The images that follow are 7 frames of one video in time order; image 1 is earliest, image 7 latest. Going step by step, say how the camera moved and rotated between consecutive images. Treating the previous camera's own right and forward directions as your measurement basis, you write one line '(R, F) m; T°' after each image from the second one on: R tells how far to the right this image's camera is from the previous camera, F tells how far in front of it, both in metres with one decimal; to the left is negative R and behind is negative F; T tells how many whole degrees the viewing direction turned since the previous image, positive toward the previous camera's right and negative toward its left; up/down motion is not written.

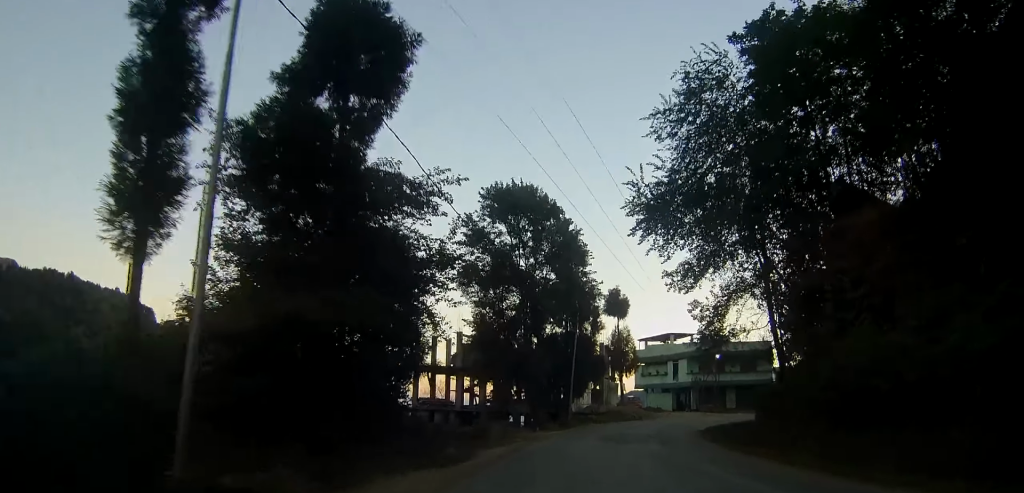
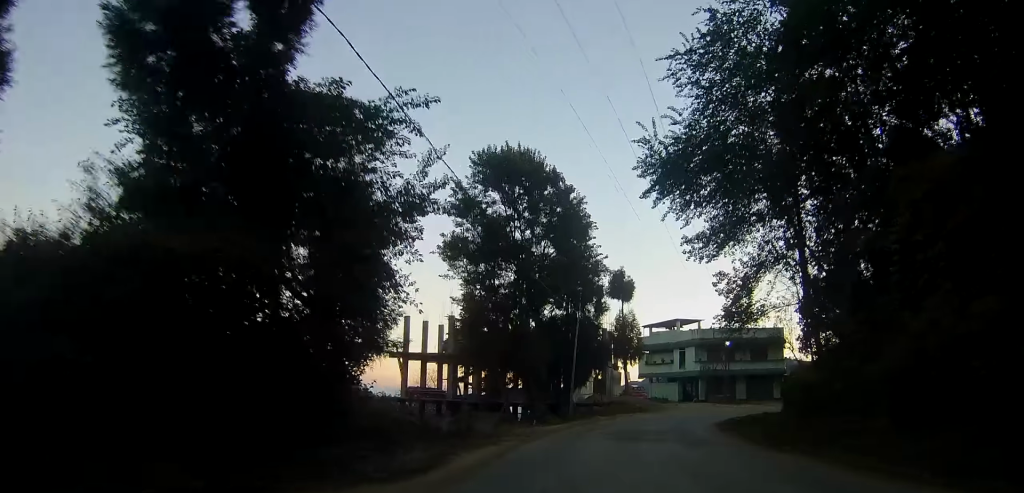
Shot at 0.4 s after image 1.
(0.0, +4.4) m; 0°
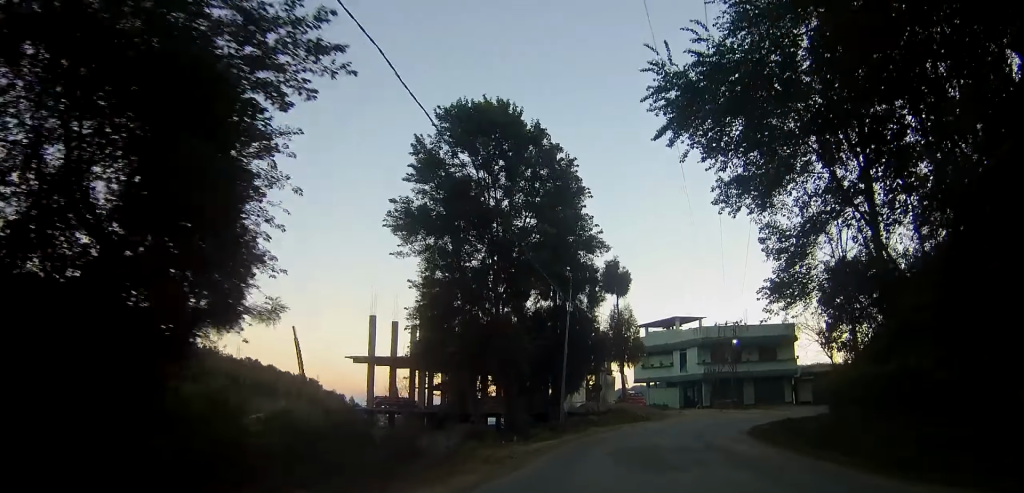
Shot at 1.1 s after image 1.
(0.0, +7.1) m; +1°
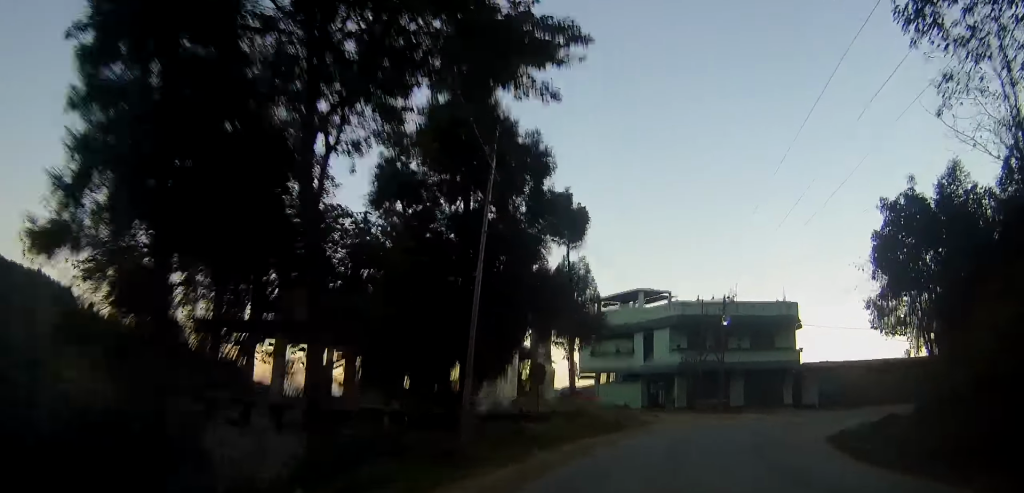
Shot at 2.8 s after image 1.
(+0.4, +16.0) m; +7°
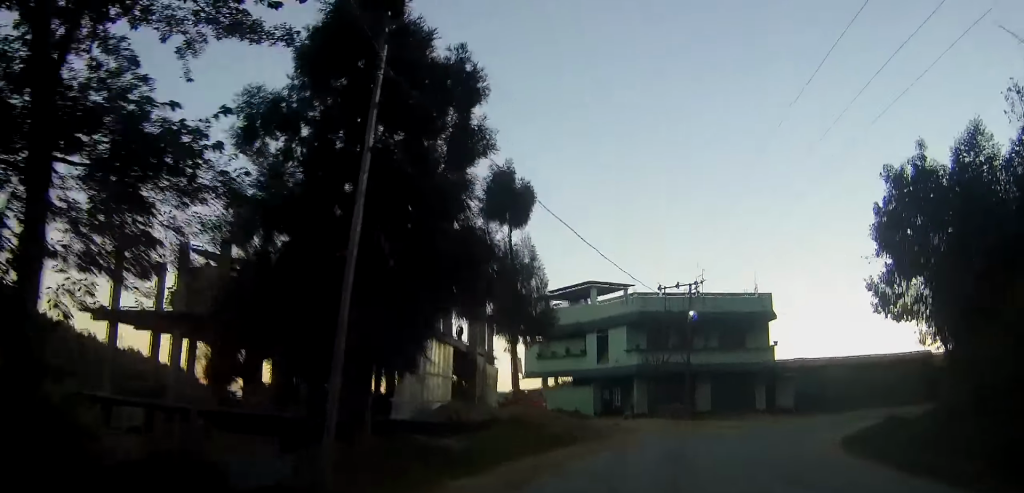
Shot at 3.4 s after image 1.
(+0.3, +5.2) m; +4°
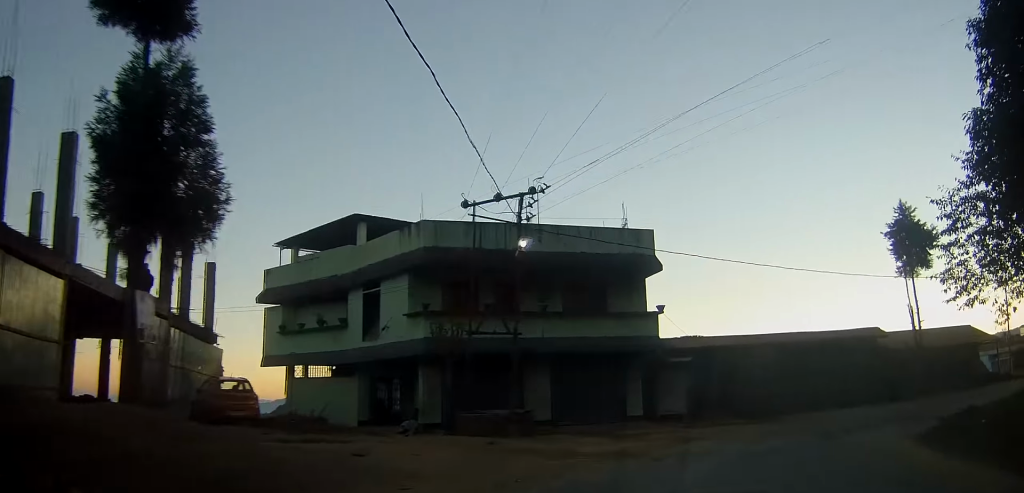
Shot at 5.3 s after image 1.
(+2.1, +16.5) m; +16°
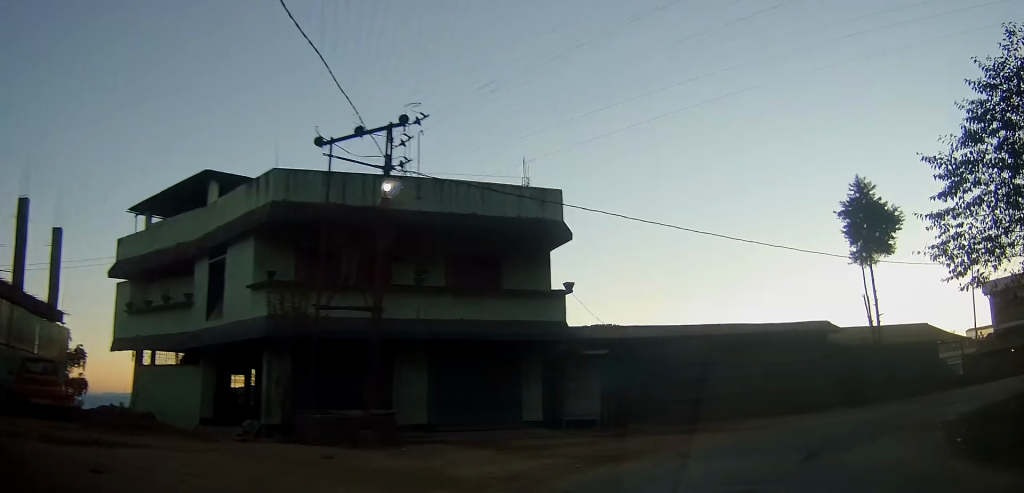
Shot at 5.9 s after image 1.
(+0.2, +5.3) m; +7°
